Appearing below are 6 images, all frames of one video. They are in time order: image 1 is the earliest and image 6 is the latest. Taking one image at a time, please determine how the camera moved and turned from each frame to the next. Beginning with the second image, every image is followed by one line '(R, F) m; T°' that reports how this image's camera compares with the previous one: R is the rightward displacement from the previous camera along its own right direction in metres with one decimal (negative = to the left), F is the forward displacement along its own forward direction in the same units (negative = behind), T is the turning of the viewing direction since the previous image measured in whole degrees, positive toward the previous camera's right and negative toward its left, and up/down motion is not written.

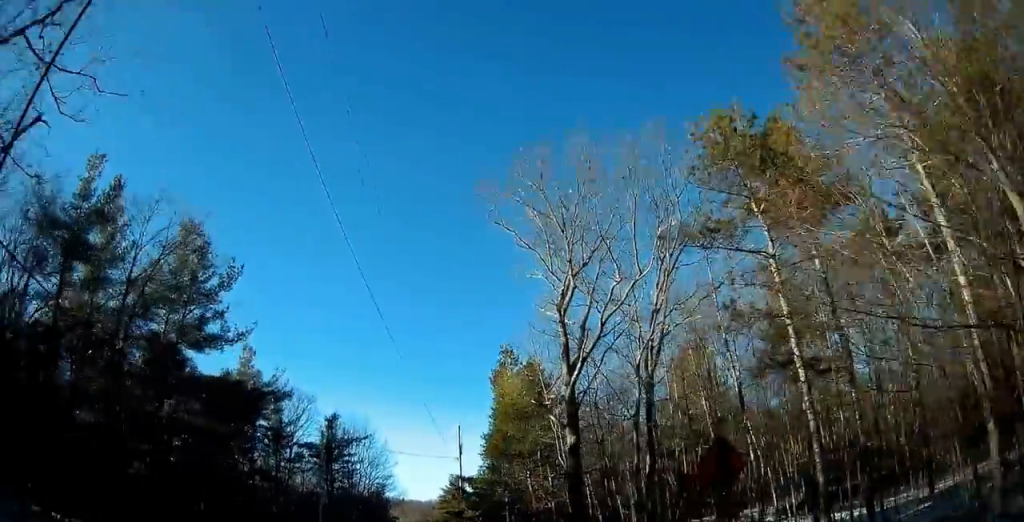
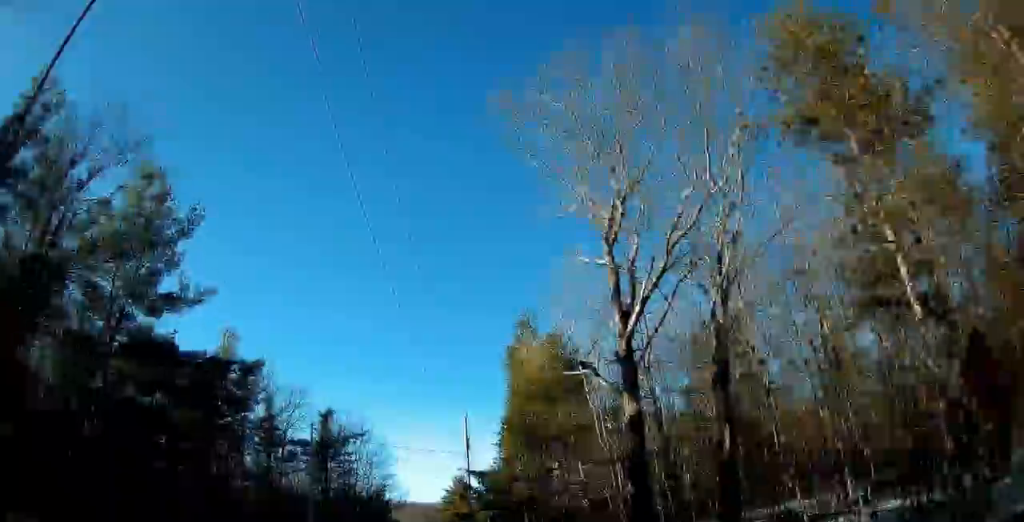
(-0.1, +5.8) m; 0°
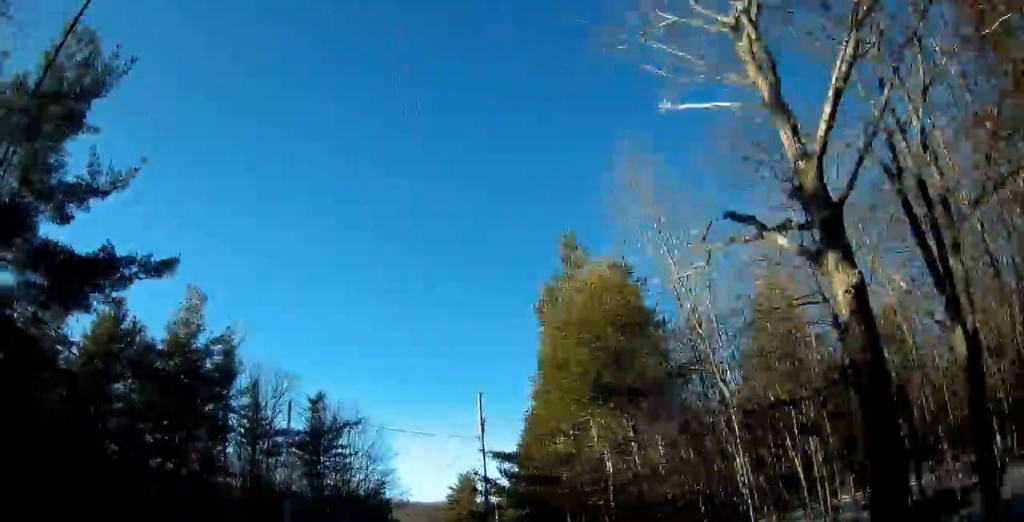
(+0.1, +8.6) m; 0°
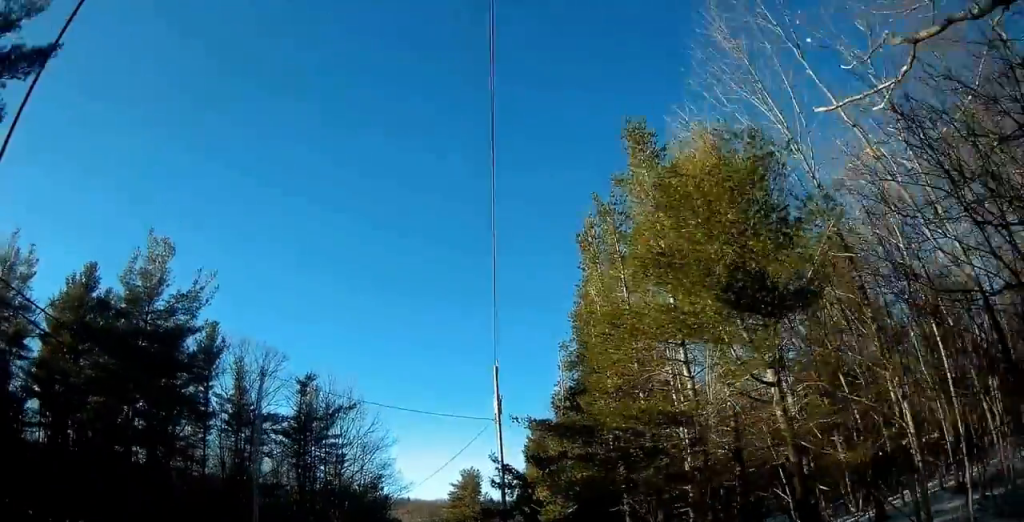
(+0.2, +6.8) m; 0°
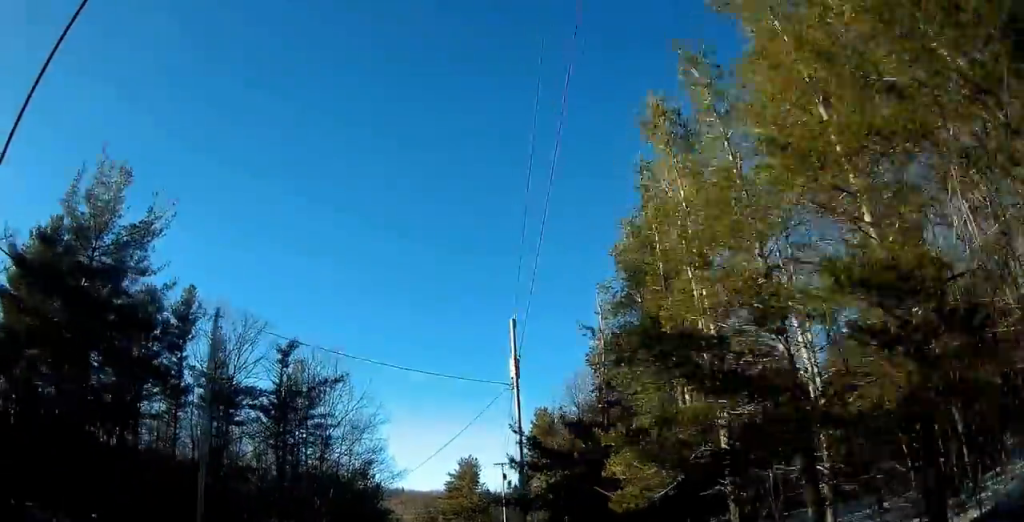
(-0.2, +6.5) m; 0°
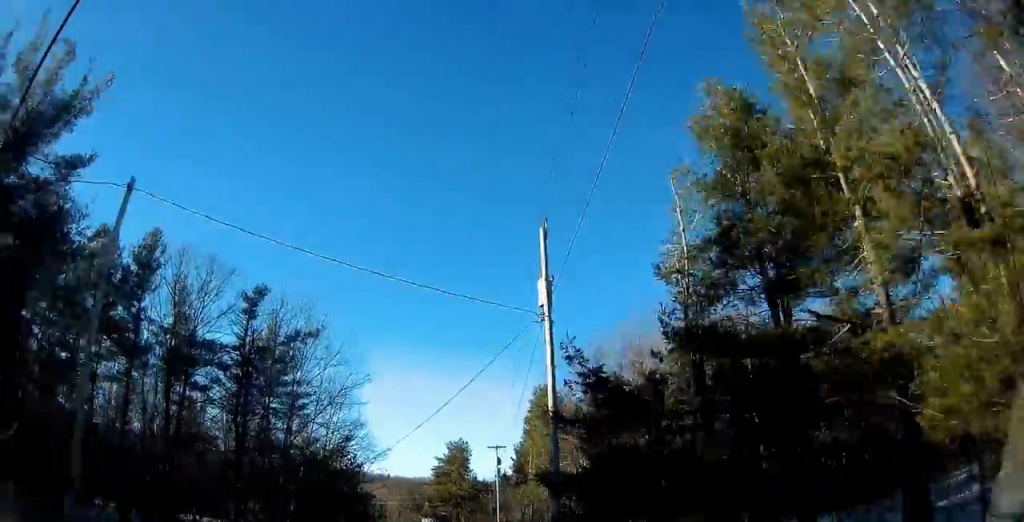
(-0.2, +7.4) m; 0°
